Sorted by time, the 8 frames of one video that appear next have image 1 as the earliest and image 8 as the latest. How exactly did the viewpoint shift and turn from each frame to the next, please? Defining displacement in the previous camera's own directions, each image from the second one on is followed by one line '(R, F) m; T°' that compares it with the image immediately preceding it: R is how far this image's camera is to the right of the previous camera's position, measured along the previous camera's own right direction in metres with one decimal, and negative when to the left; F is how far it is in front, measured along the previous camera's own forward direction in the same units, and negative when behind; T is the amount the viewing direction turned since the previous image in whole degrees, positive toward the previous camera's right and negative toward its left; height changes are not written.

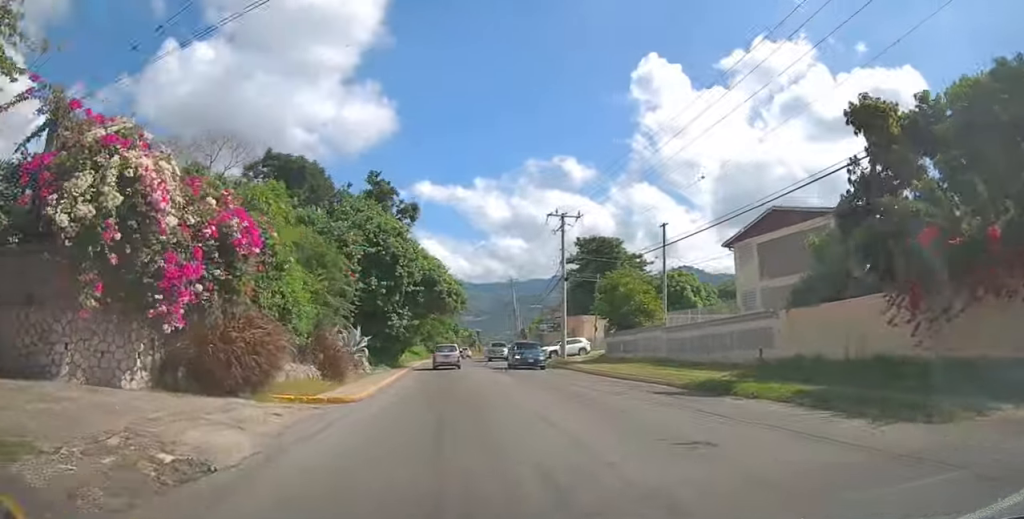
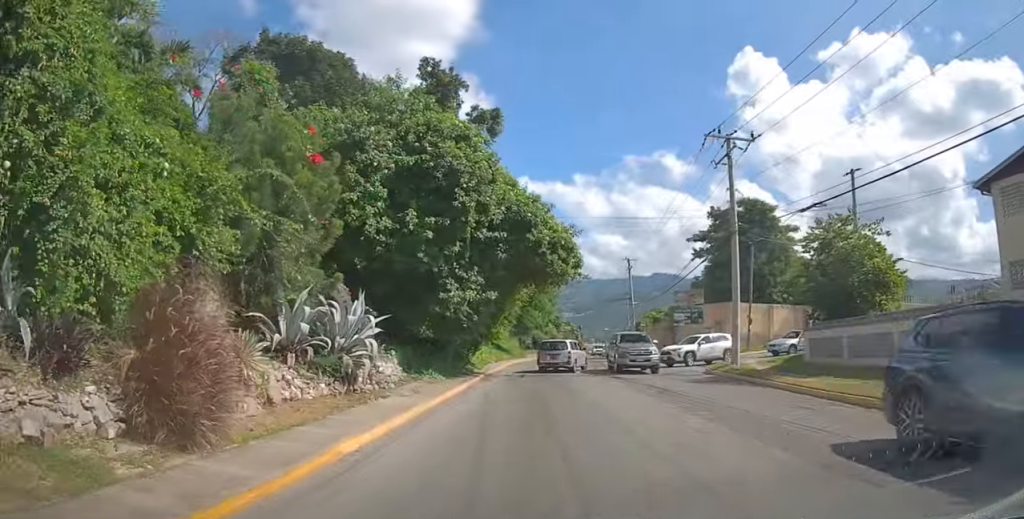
(-1.6, +14.9) m; -10°
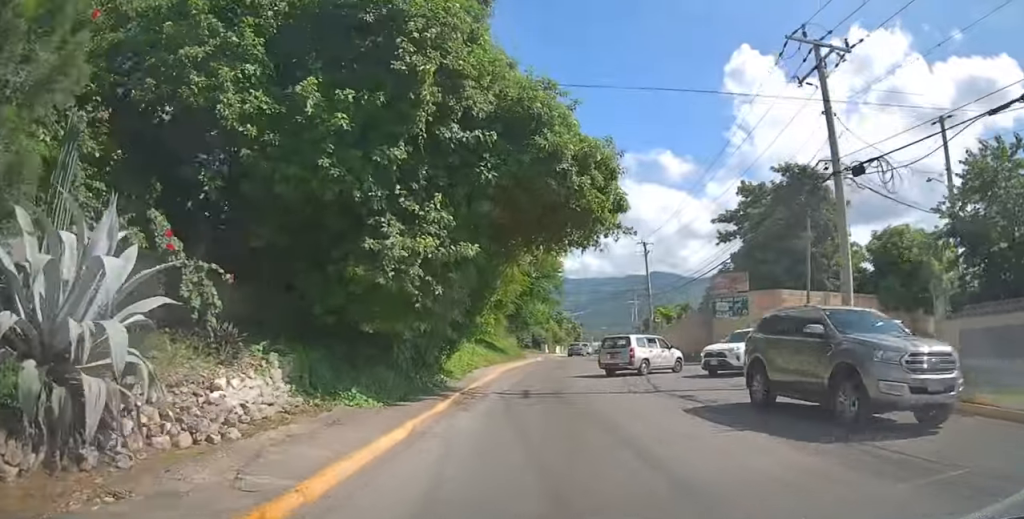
(+0.1, +8.9) m; 0°
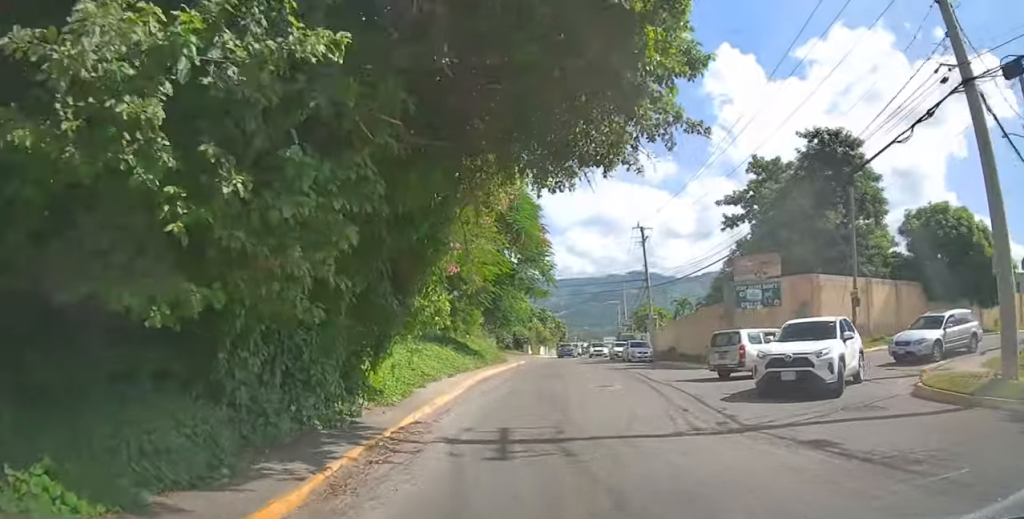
(0.0, +6.8) m; 0°
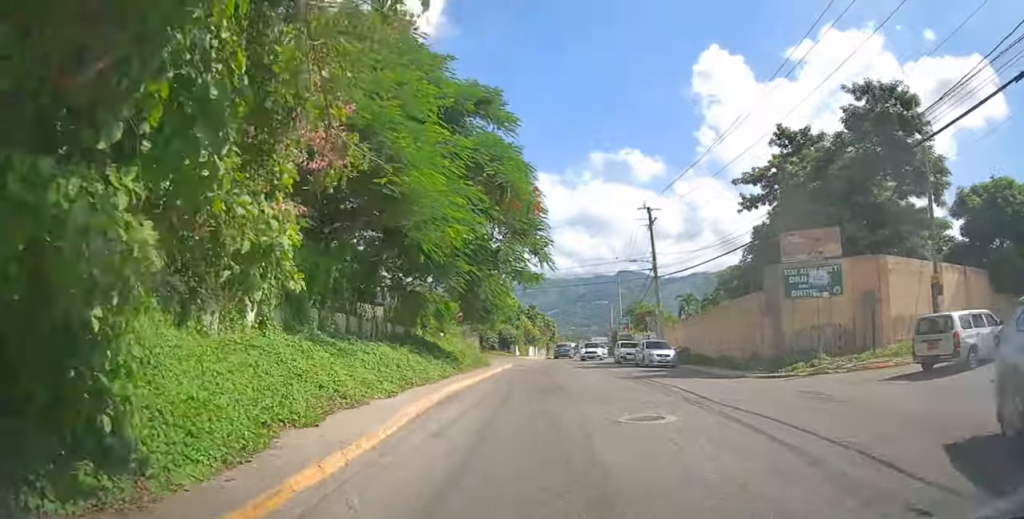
(0.0, +6.6) m; +1°
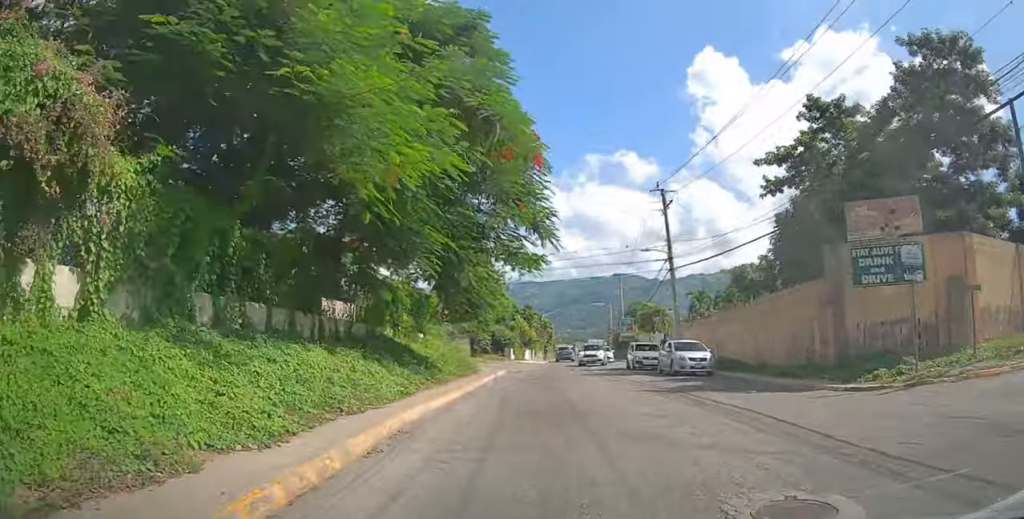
(0.0, +5.2) m; +1°
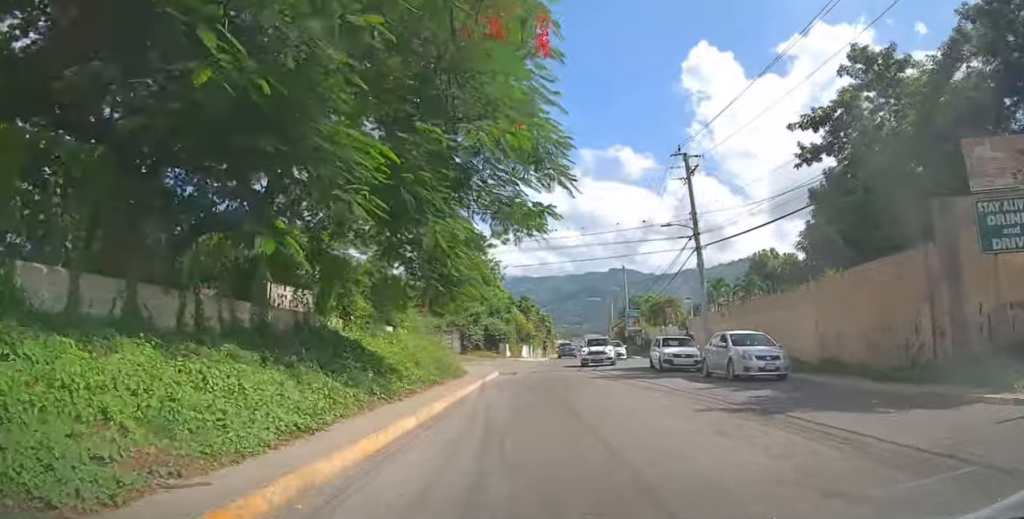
(+0.1, +5.7) m; 0°
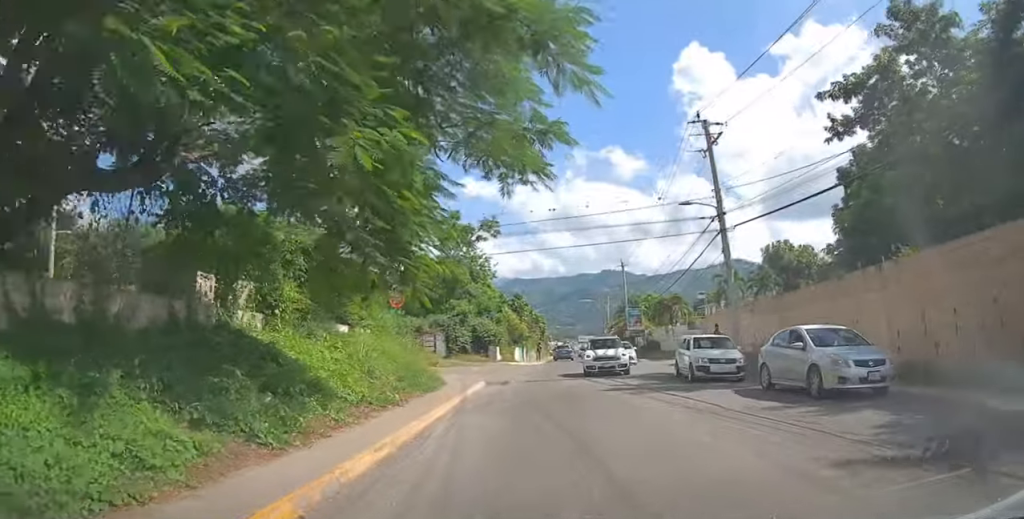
(0.0, +4.5) m; 0°
